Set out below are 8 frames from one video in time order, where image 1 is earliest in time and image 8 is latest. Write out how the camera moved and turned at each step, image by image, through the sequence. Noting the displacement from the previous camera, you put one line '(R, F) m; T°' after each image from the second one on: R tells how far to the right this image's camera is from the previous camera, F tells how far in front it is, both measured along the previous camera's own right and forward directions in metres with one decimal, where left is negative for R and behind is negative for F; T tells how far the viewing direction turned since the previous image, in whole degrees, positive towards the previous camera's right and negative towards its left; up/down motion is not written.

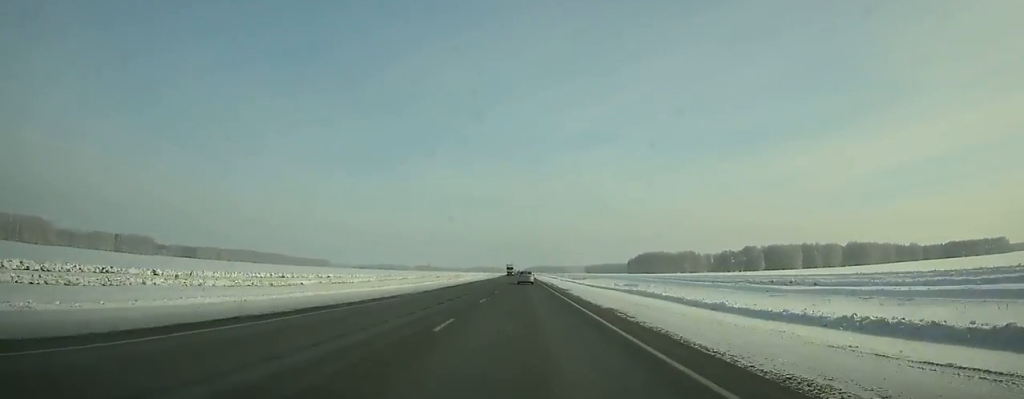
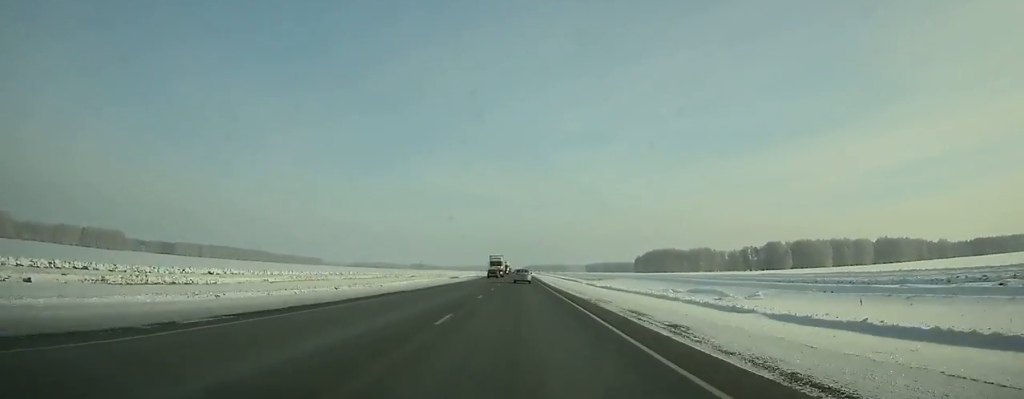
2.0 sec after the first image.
(0.0, +57.6) m; 0°
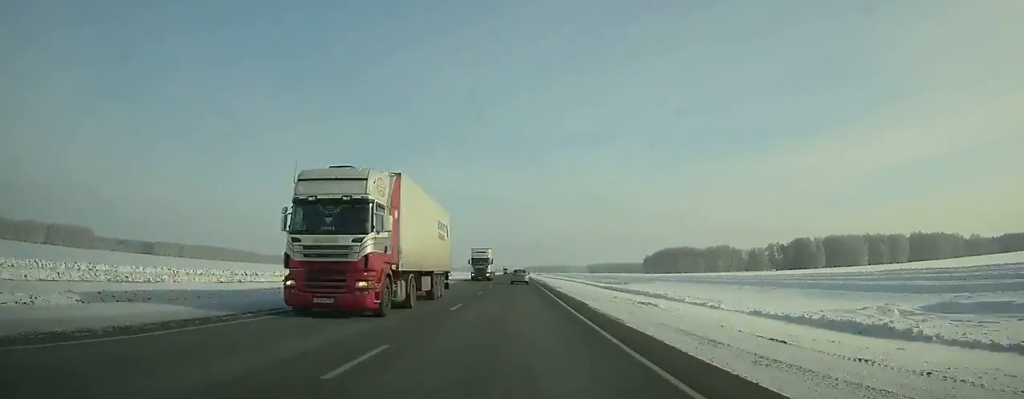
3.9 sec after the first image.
(+0.1, +53.9) m; 0°
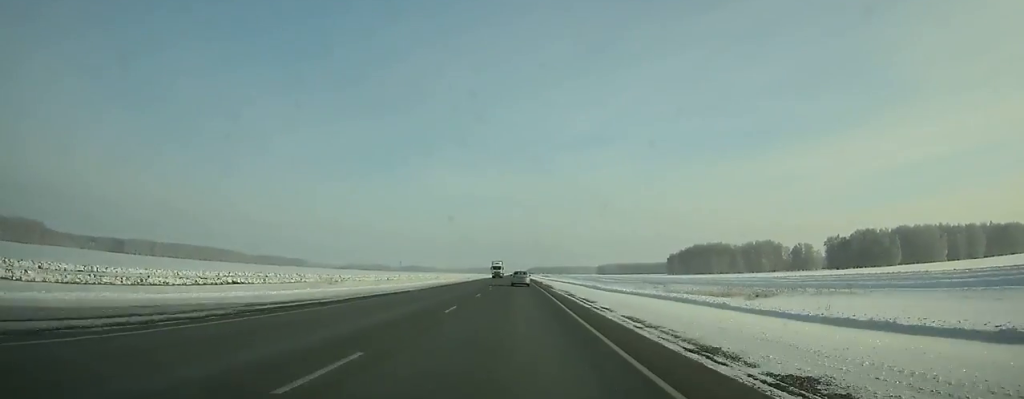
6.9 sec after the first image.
(-0.5, +83.3) m; -1°
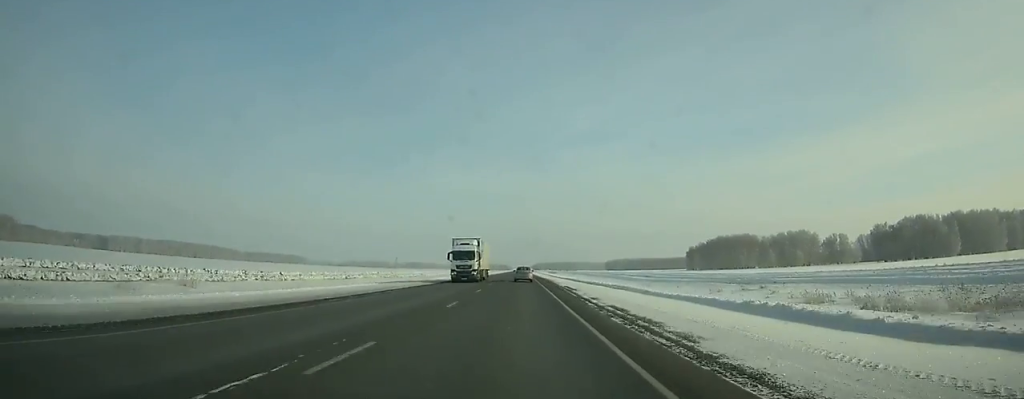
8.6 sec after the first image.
(-0.1, +46.6) m; 0°
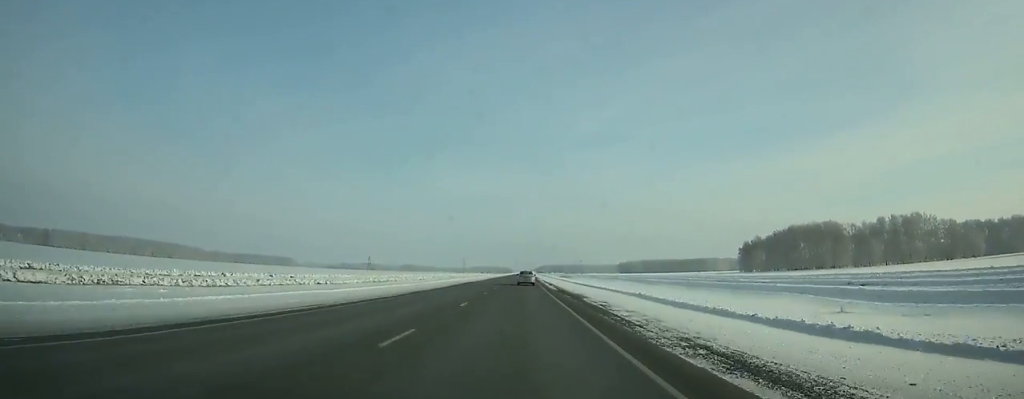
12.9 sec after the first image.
(-0.4, +117.2) m; 0°
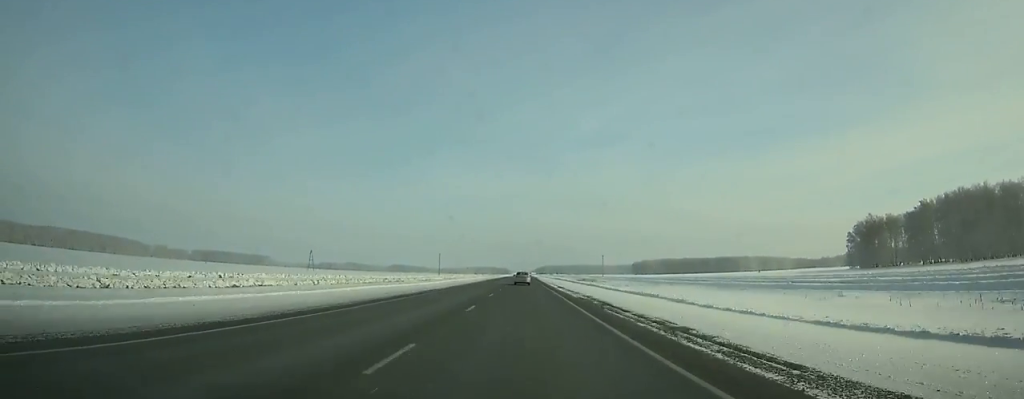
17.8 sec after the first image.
(+0.7, +134.5) m; 0°
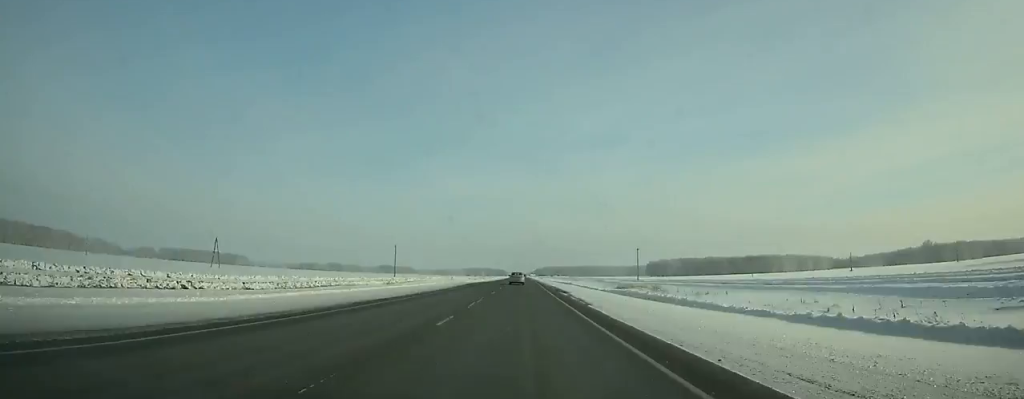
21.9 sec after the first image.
(-0.1, +114.1) m; 0°
